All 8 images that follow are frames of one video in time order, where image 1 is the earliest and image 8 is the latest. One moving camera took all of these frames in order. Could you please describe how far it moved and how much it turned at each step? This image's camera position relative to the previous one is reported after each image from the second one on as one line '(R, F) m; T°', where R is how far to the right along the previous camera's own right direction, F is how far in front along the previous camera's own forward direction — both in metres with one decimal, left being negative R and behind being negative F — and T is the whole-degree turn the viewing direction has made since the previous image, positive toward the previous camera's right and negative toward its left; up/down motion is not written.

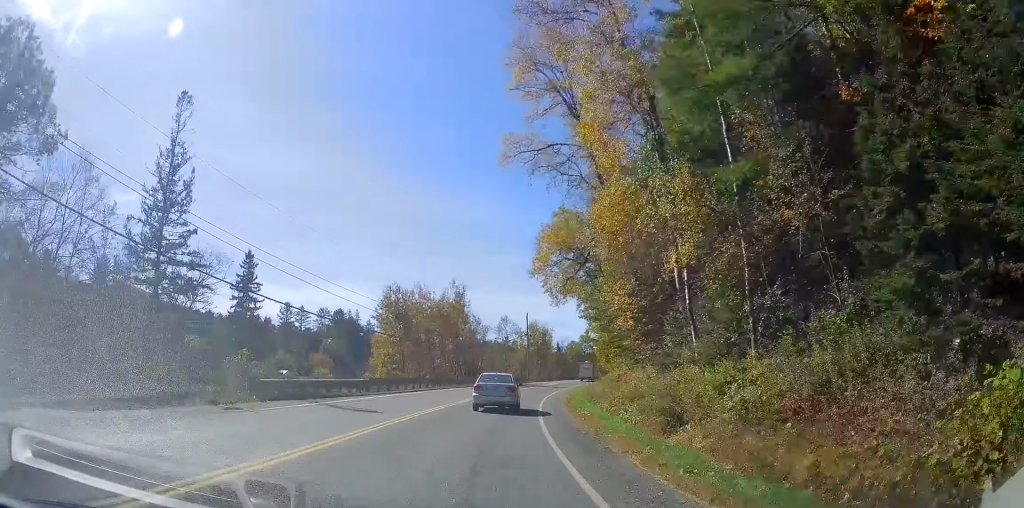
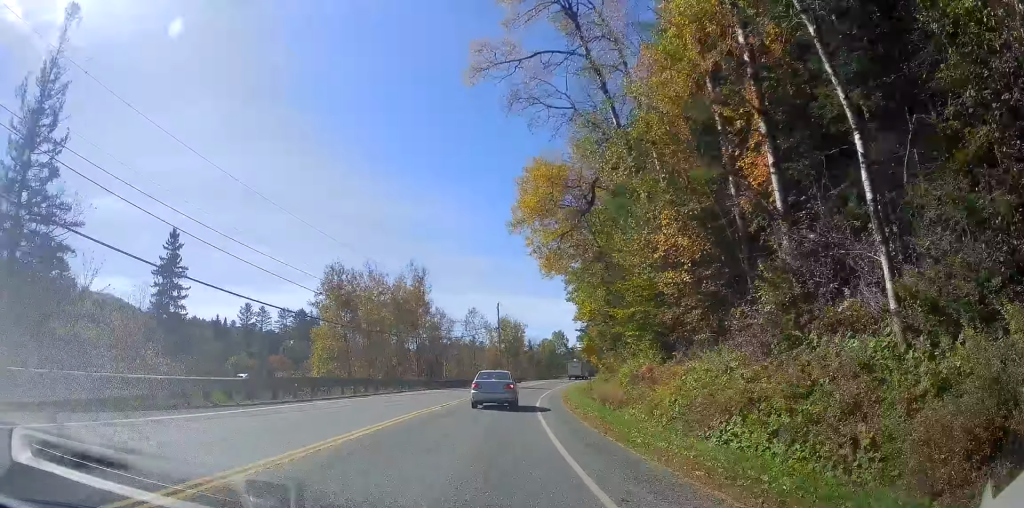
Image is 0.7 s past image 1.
(+0.1, +13.6) m; +1°
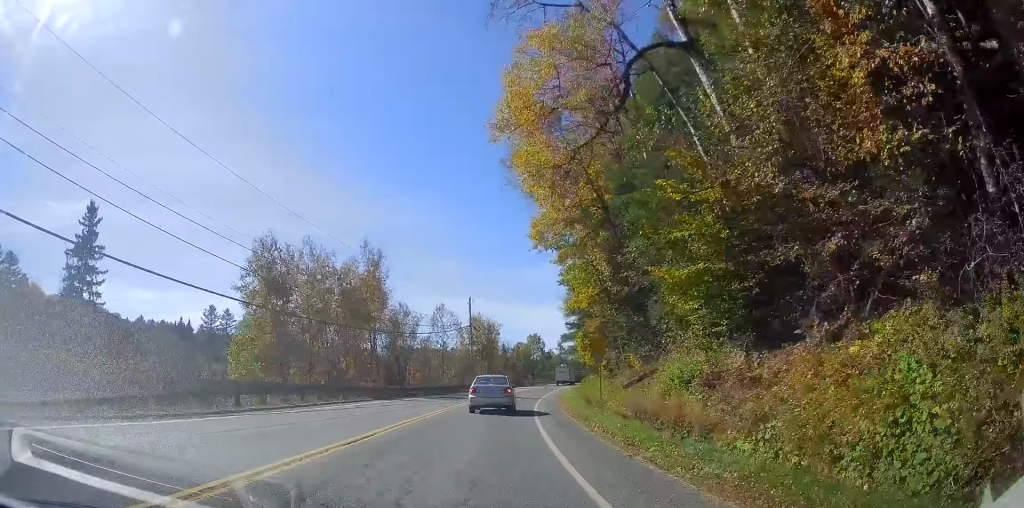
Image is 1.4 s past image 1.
(-0.3, +12.7) m; +2°
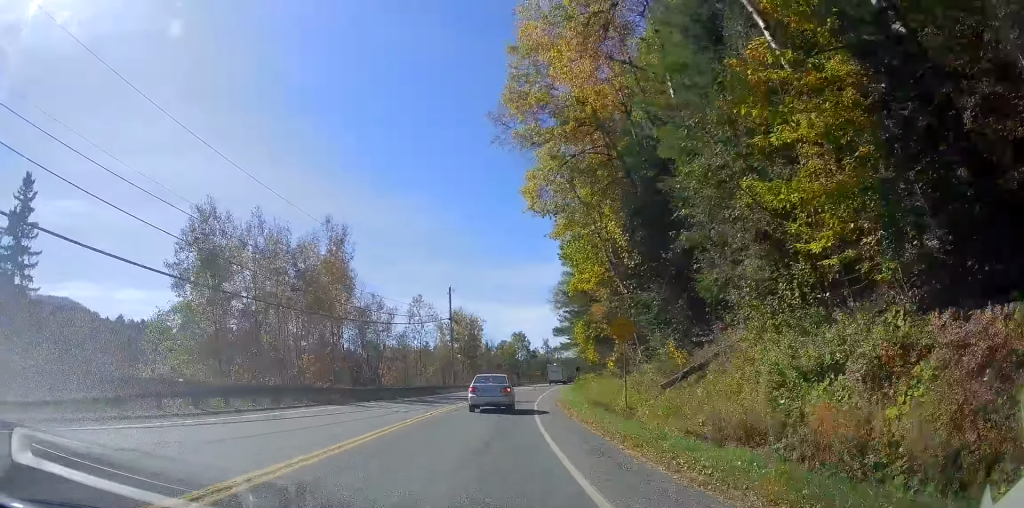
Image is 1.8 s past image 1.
(+0.3, +8.7) m; +2°
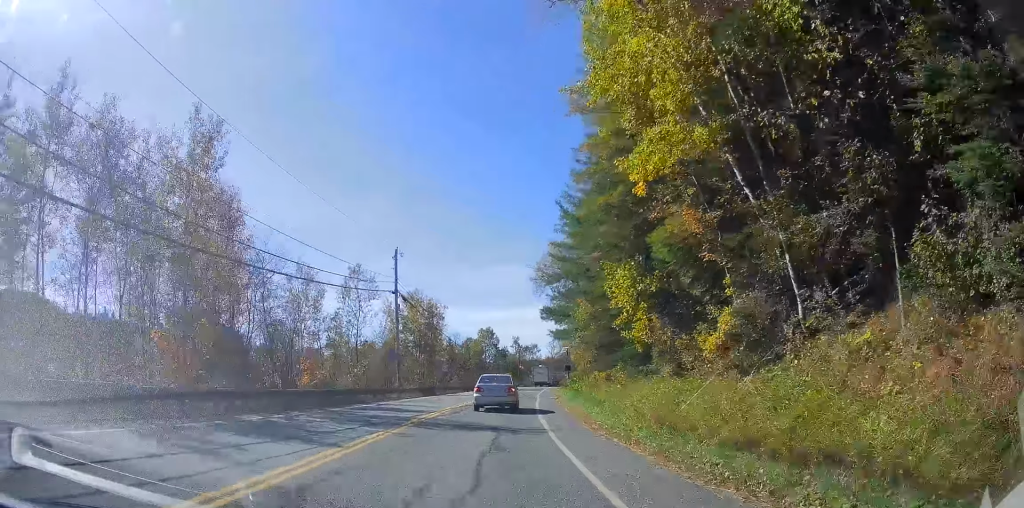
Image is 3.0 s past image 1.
(+1.3, +21.2) m; +5°
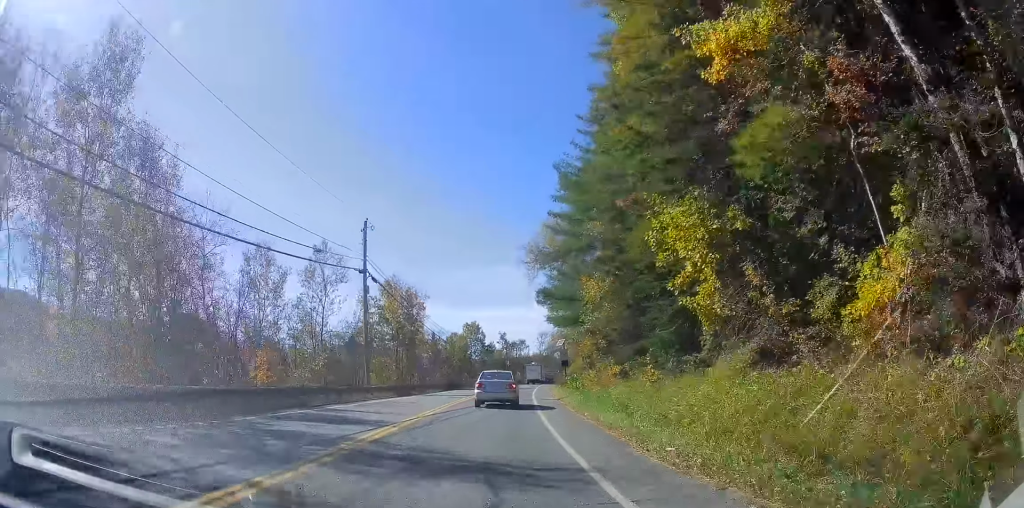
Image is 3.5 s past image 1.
(0.0, +8.3) m; +1°
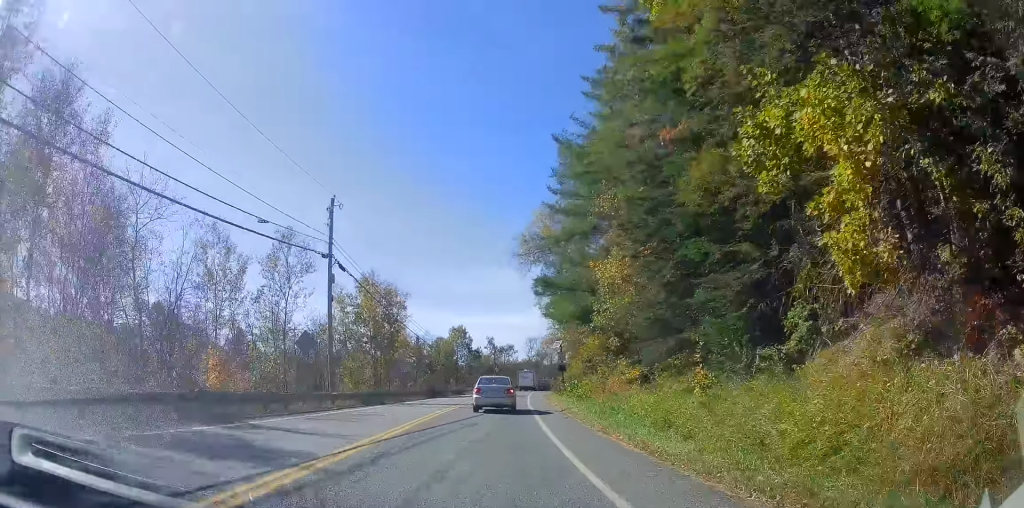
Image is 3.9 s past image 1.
(+0.1, +6.8) m; +2°
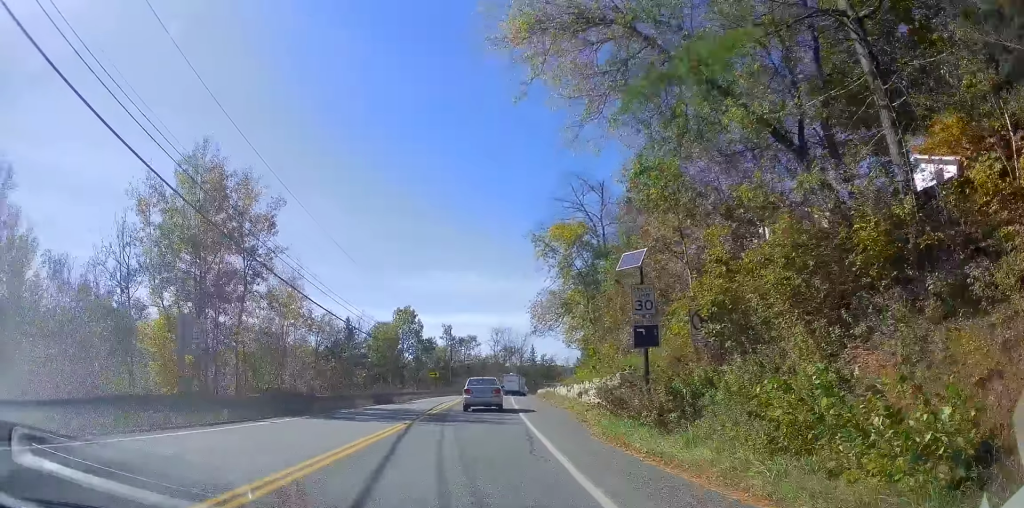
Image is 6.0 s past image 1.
(+3.3, +33.9) m; +11°
